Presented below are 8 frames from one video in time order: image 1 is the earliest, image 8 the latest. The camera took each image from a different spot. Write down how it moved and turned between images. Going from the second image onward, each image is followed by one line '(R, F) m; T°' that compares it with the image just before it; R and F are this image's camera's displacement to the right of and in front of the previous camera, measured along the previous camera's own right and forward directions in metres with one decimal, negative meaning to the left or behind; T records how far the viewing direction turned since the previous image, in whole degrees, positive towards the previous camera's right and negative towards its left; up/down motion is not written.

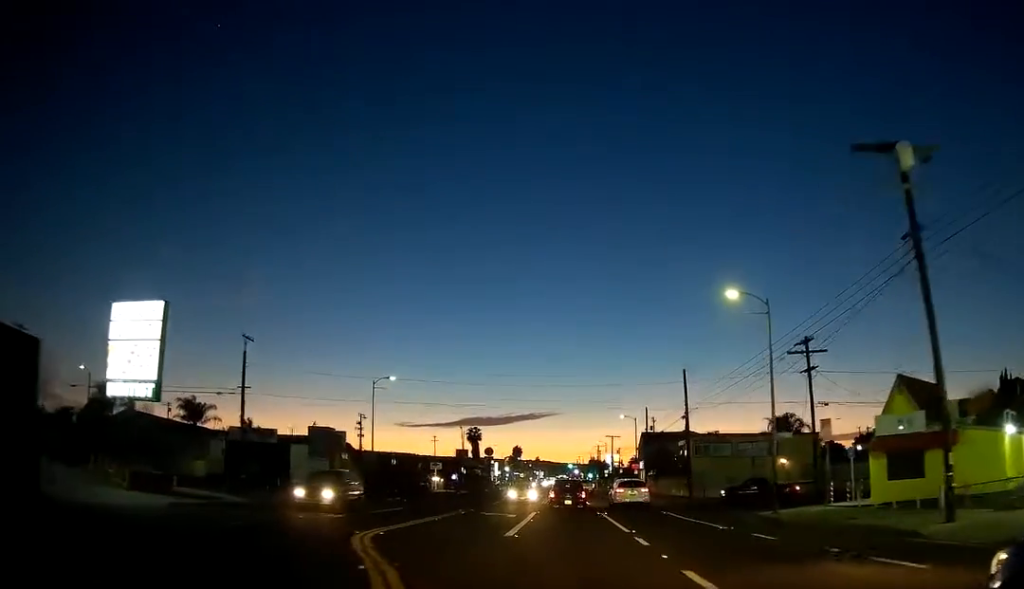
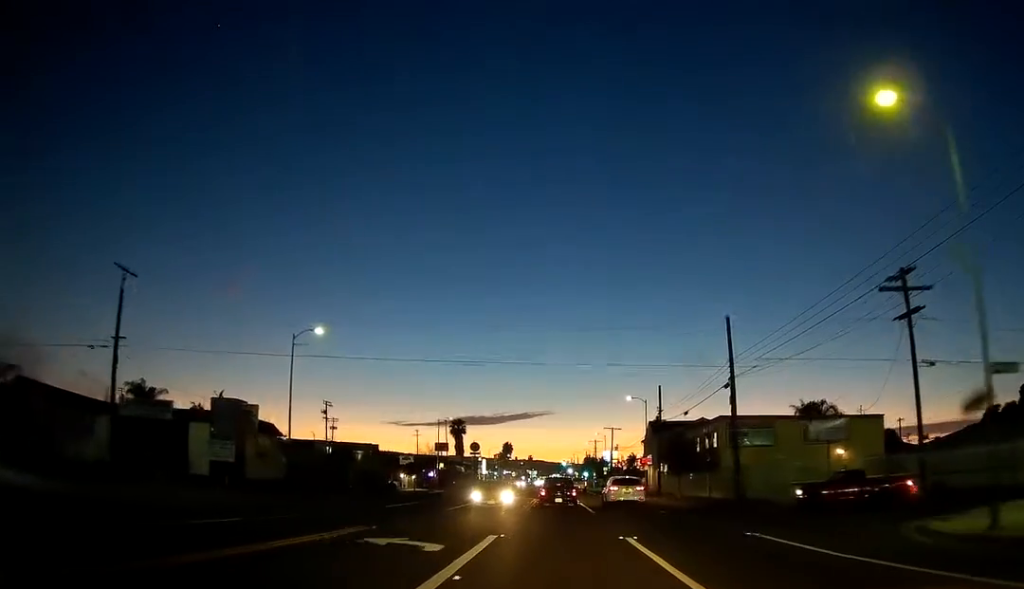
(0.0, +18.1) m; 0°
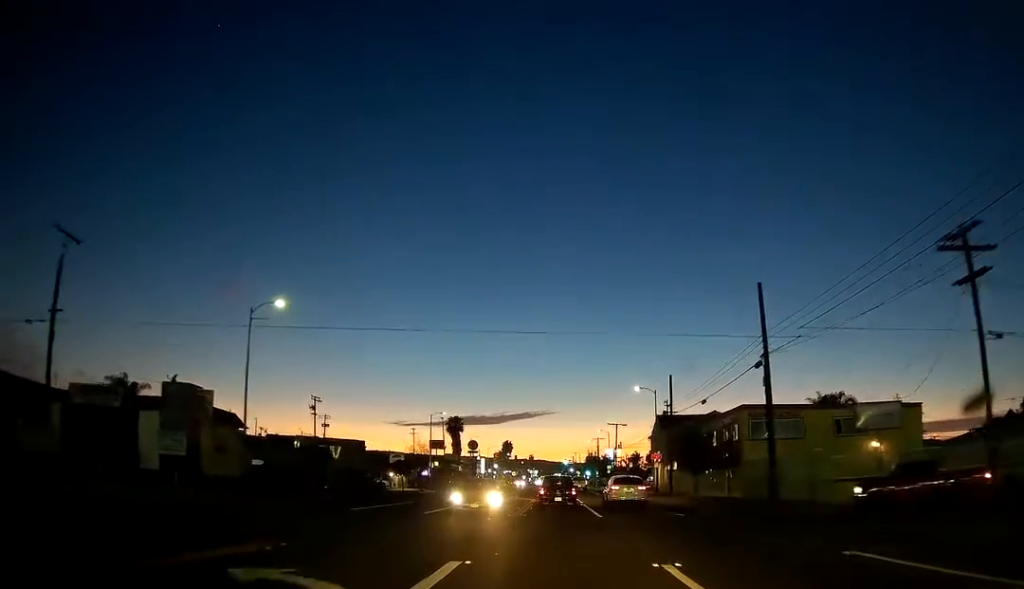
(0.0, +7.1) m; 0°
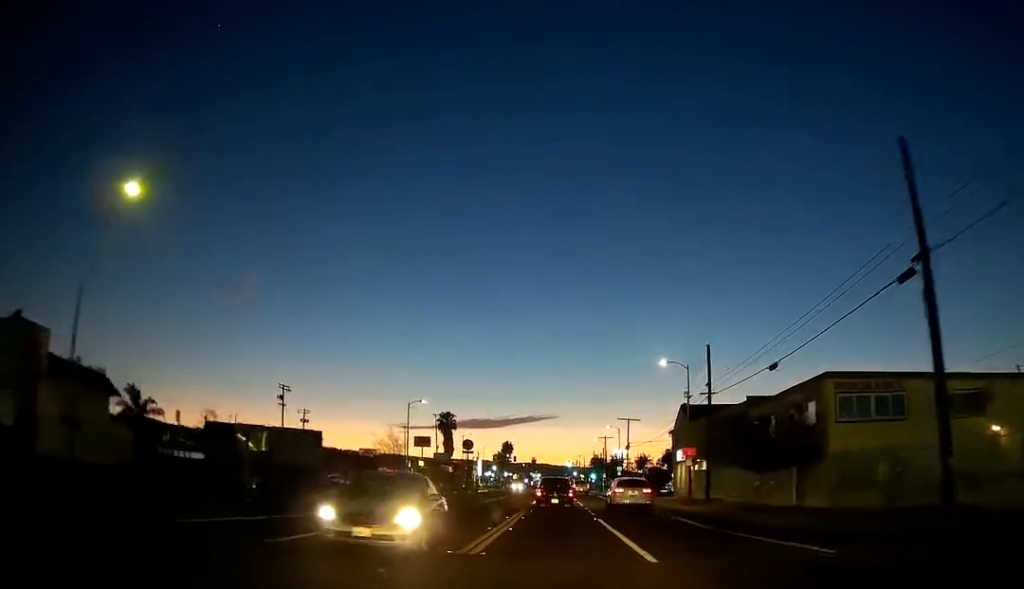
(+0.2, +15.7) m; 0°
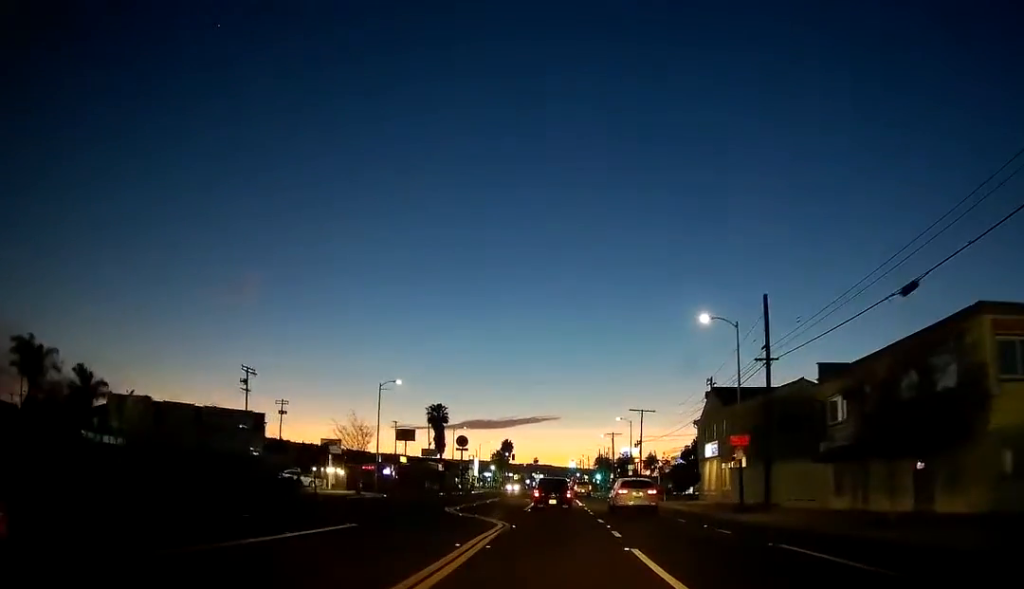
(-0.1, +13.7) m; -1°
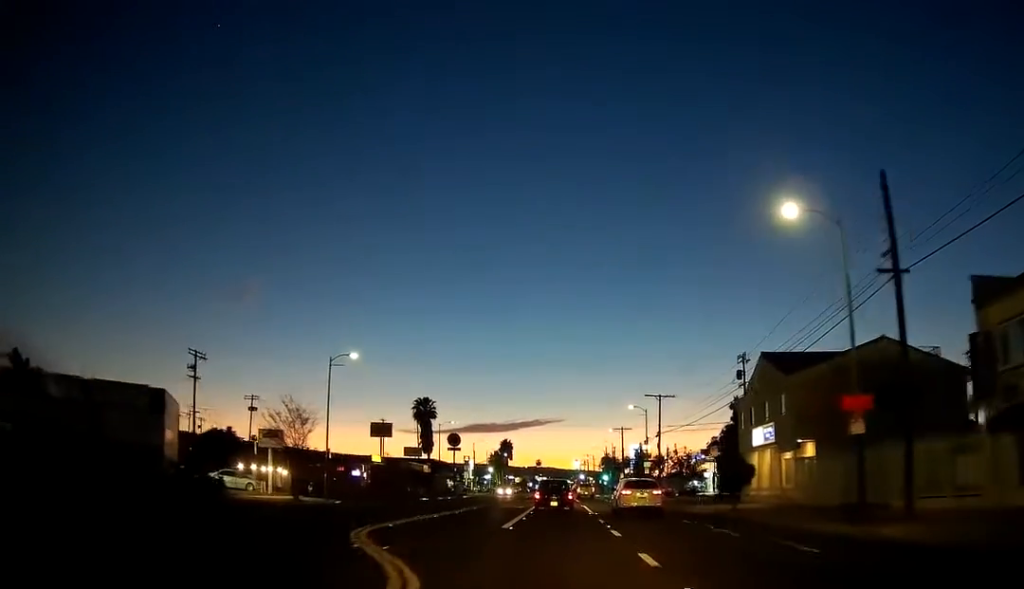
(-0.1, +14.3) m; 0°
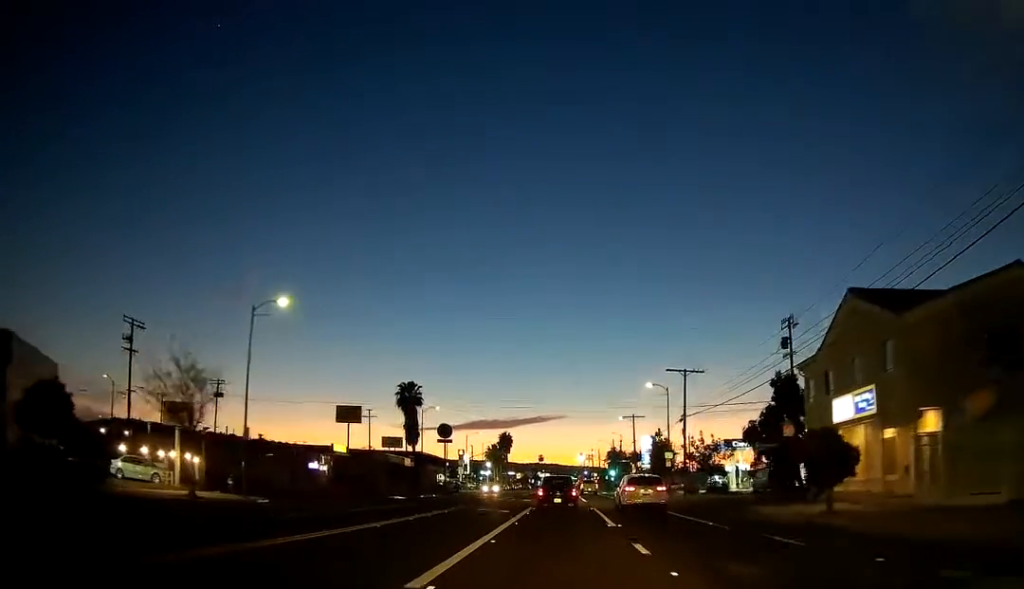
(0.0, +13.7) m; 0°
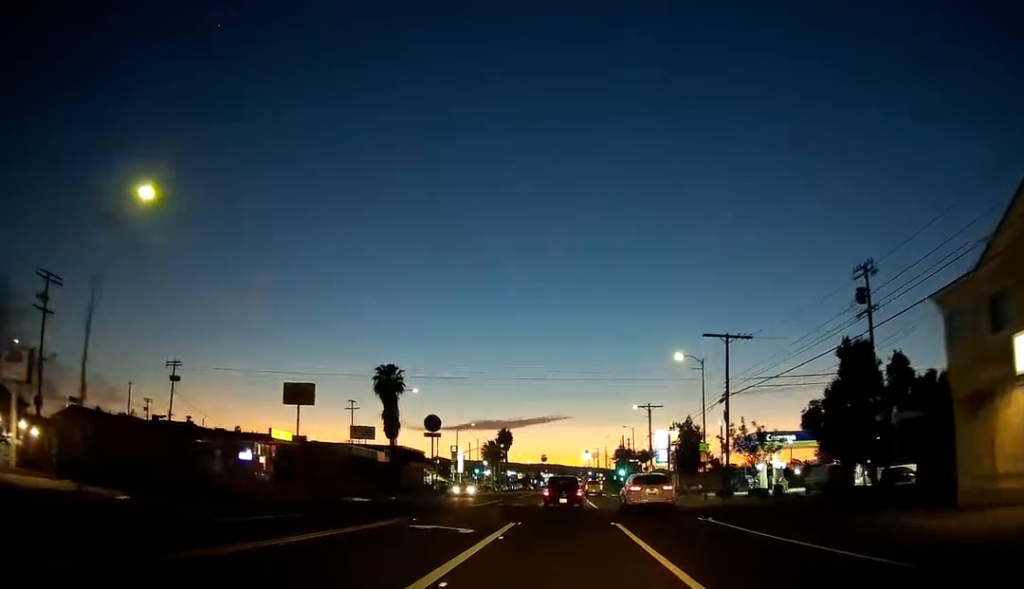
(0.0, +15.0) m; 0°
